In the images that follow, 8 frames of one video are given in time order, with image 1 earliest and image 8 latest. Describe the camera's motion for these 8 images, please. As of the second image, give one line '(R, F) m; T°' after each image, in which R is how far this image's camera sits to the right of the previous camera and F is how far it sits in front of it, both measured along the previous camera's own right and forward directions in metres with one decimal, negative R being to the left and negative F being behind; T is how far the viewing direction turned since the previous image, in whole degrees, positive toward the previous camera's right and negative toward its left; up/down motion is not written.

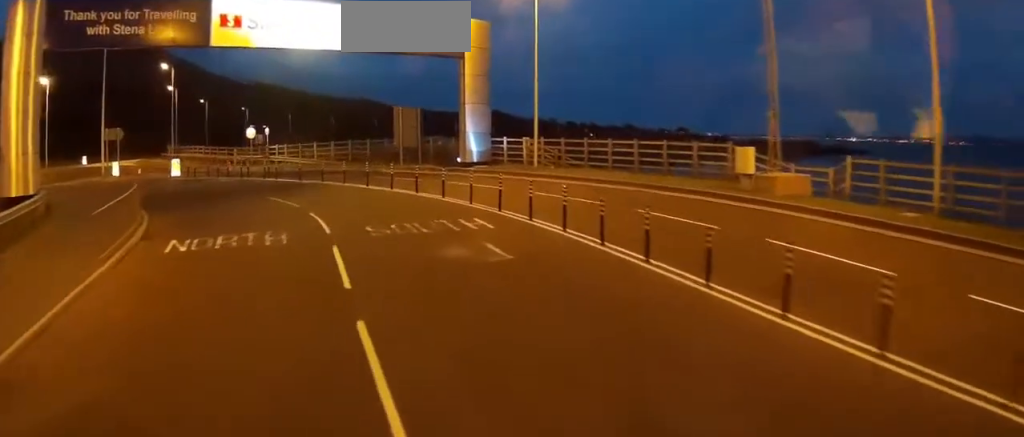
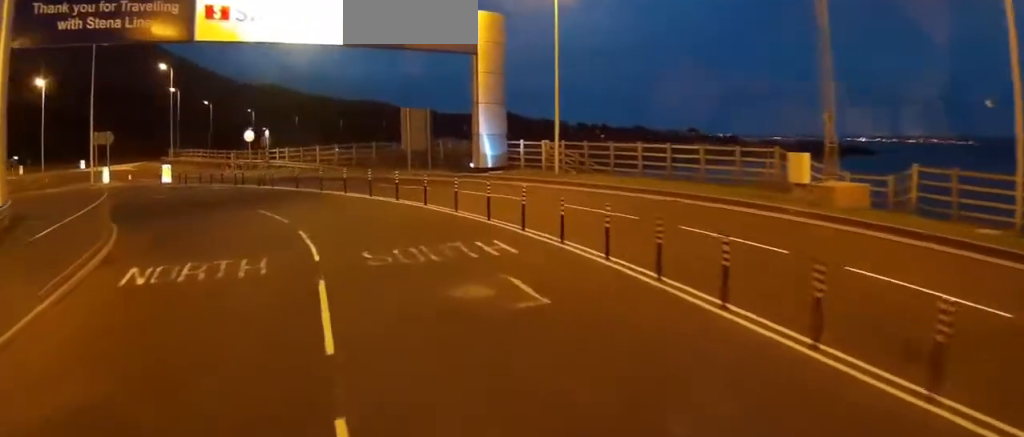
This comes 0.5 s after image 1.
(-0.1, +3.1) m; -1°
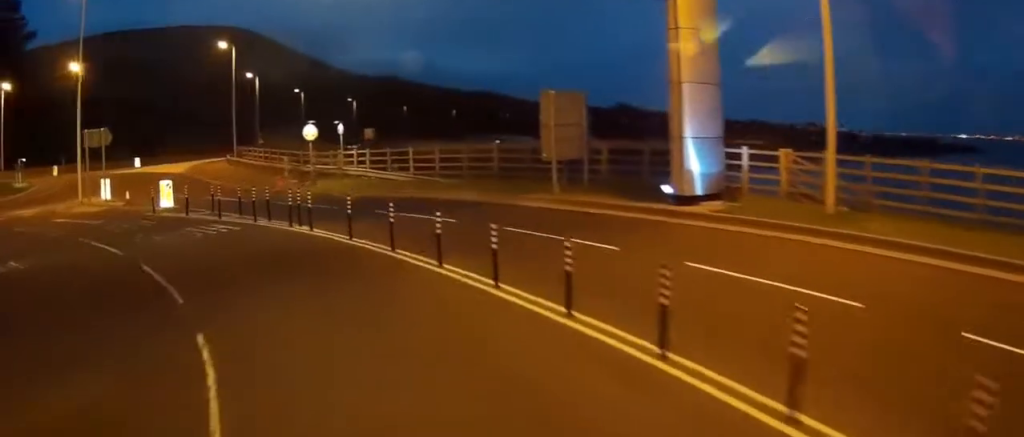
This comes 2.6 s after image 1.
(-1.4, +14.8) m; -18°
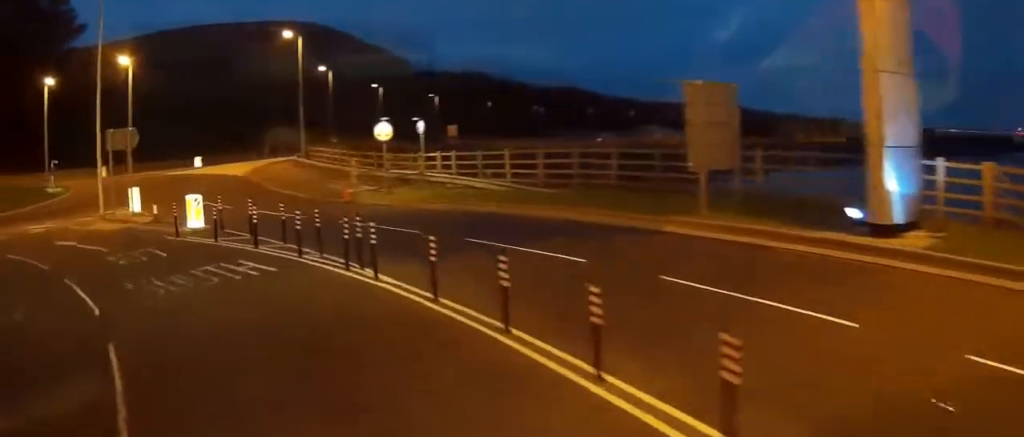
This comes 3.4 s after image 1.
(-0.8, +6.0) m; -8°
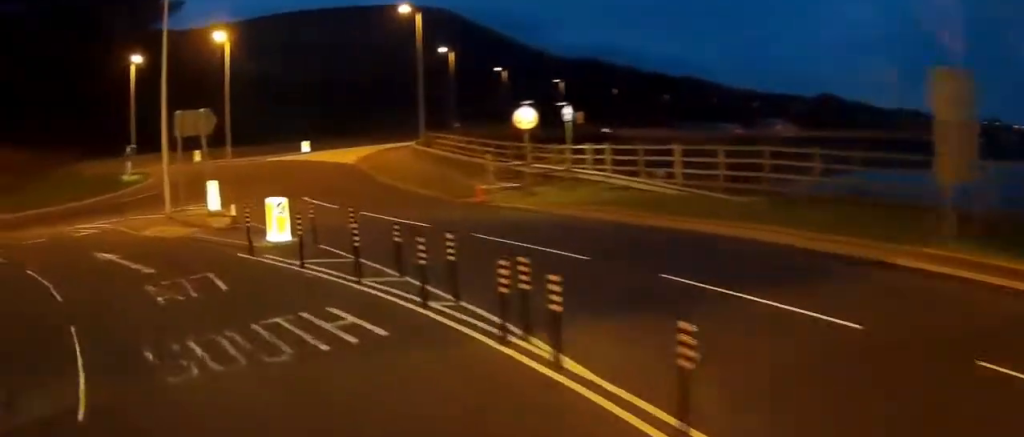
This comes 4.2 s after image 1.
(0.0, +5.4) m; -1°
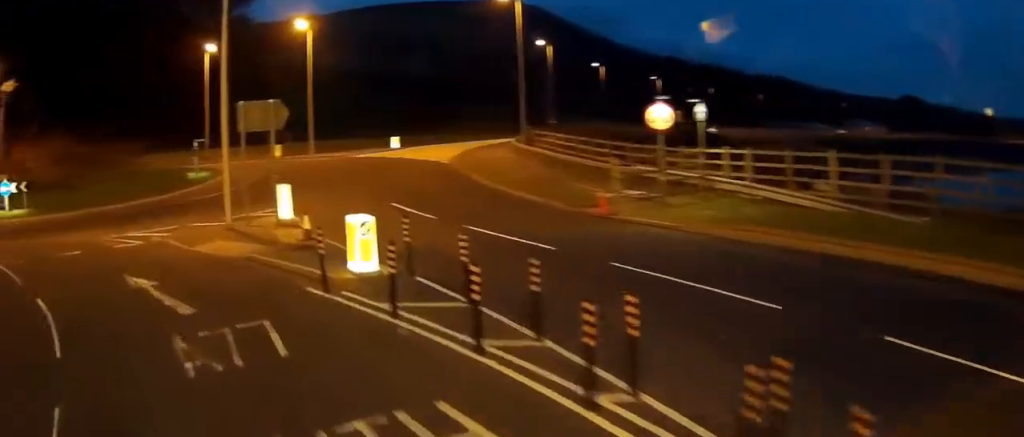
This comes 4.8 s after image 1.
(0.0, +3.8) m; -8°
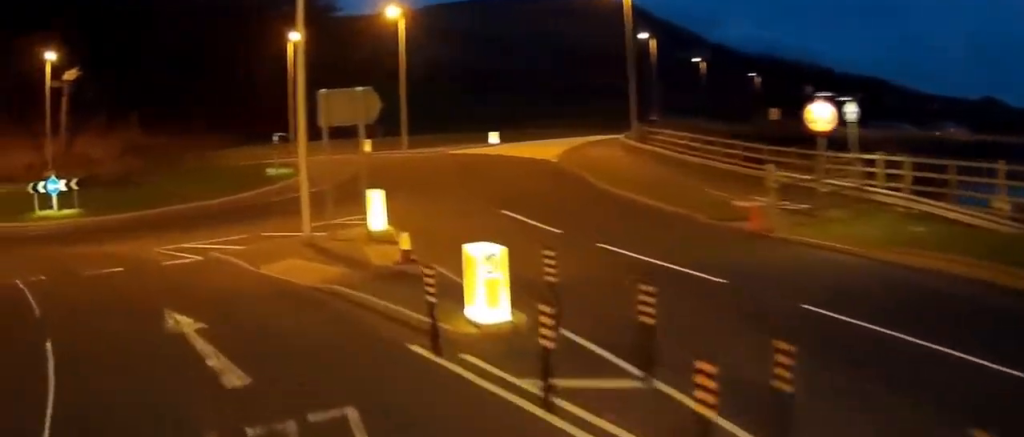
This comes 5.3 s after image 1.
(+0.4, +3.4) m; -12°
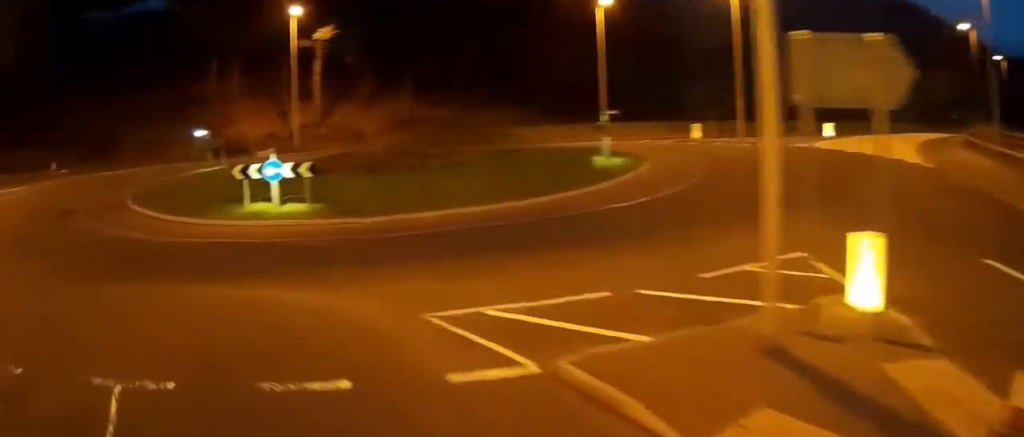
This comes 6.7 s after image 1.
(-3.3, +8.3) m; -25°
